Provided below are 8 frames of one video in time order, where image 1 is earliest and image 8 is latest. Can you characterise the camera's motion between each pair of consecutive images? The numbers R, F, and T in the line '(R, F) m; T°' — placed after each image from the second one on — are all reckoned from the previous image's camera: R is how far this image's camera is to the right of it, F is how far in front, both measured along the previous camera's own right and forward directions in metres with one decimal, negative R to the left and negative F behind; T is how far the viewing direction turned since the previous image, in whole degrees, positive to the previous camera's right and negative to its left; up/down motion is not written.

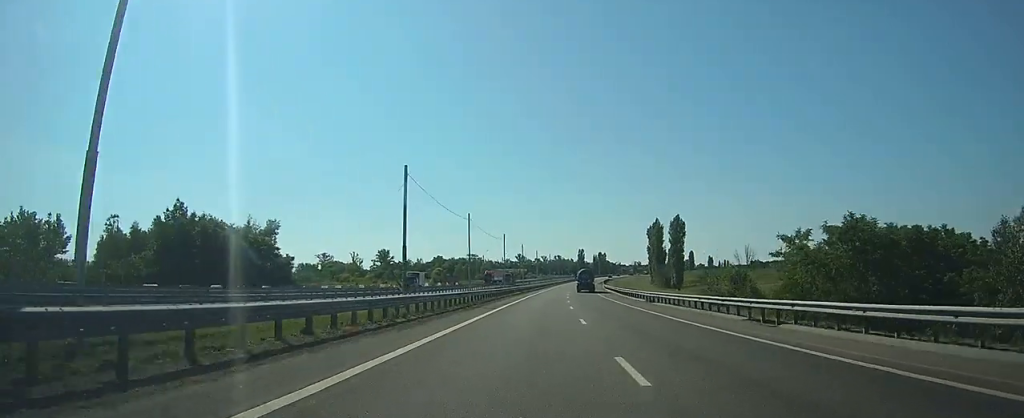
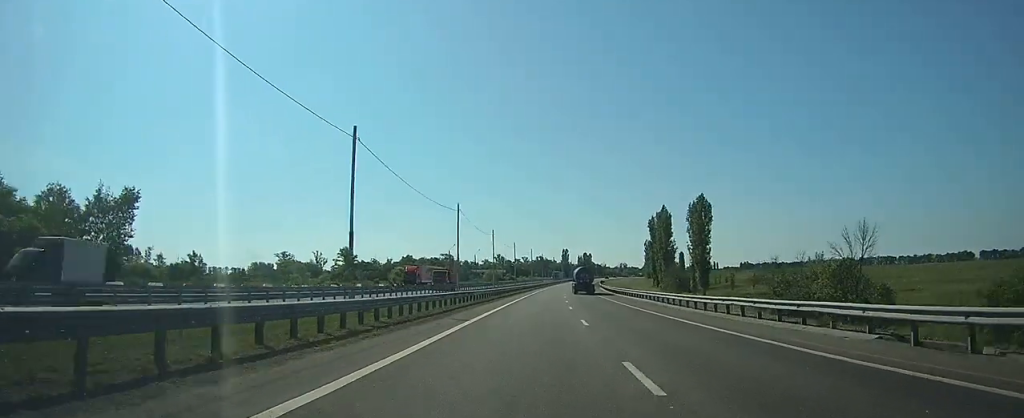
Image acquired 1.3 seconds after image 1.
(+0.4, +36.6) m; +1°
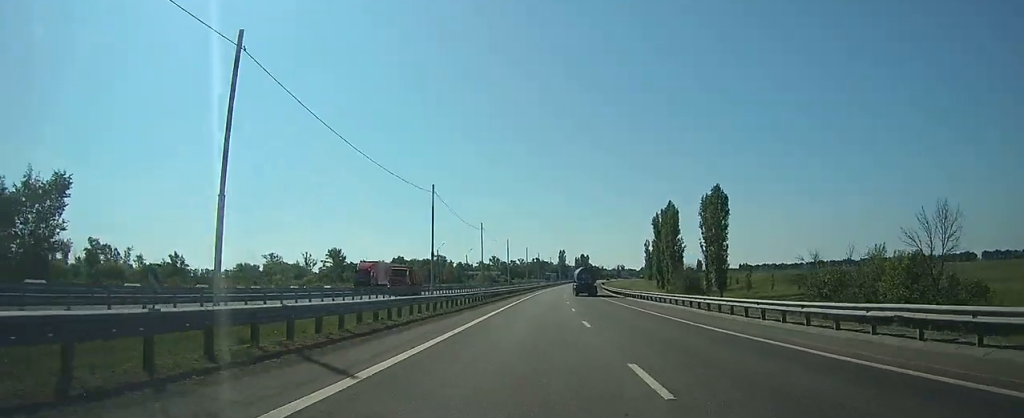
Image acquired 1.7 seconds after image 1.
(0.0, +12.2) m; +1°
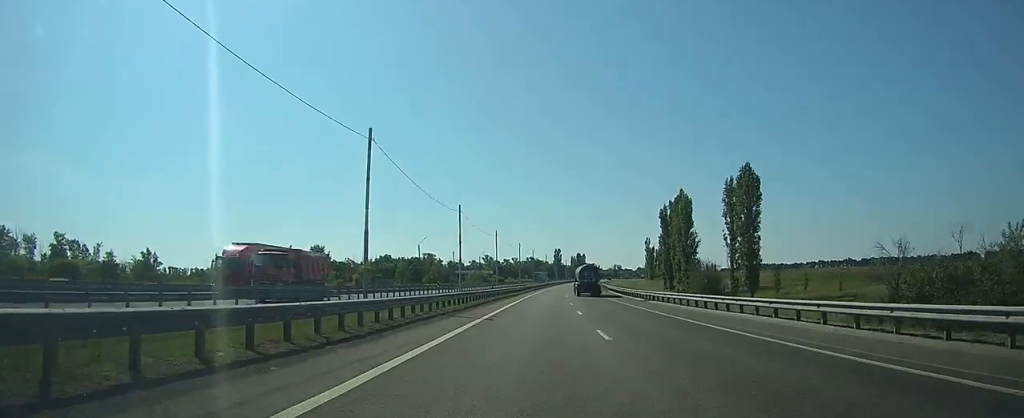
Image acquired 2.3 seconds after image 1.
(+0.1, +16.8) m; +1°
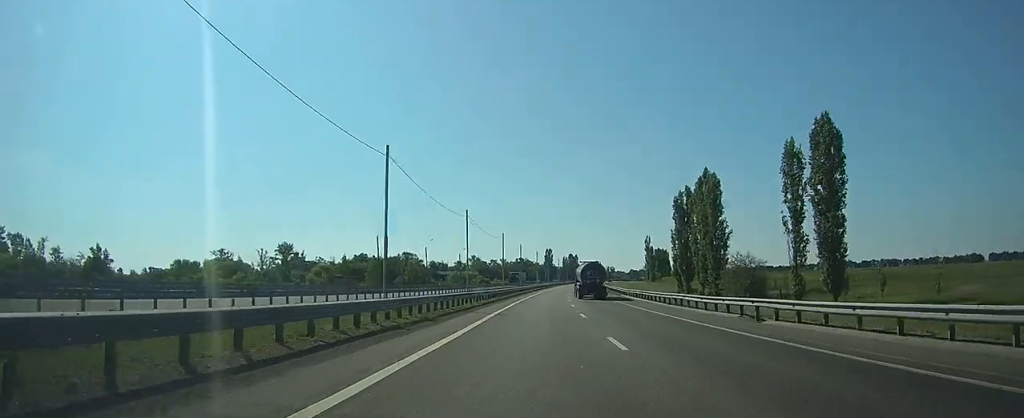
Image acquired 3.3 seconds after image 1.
(+0.3, +26.0) m; +1°
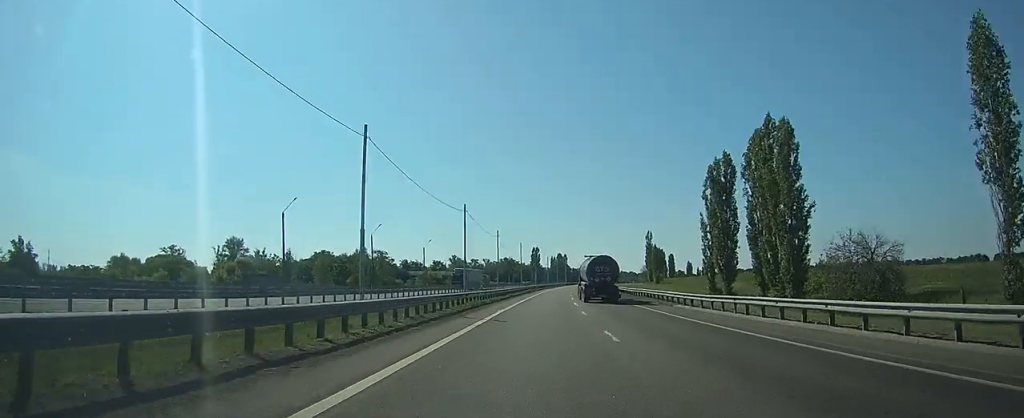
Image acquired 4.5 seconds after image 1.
(+0.2, +34.2) m; +1°
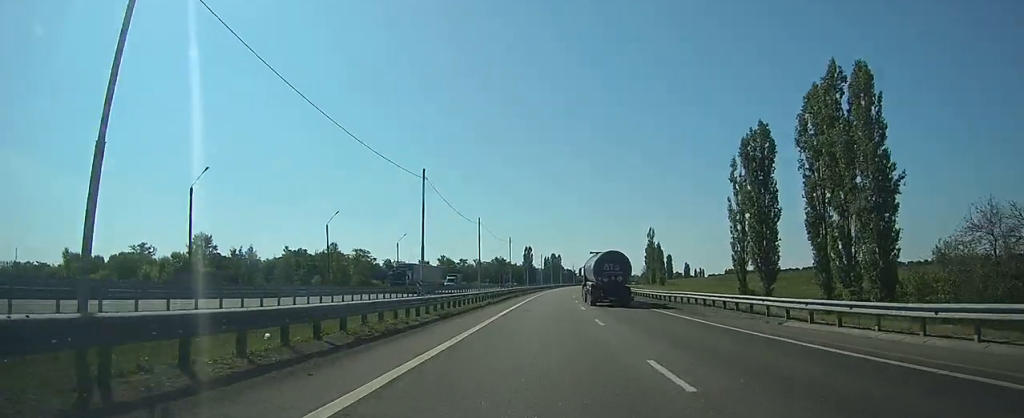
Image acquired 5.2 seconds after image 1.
(+0.2, +18.4) m; +1°
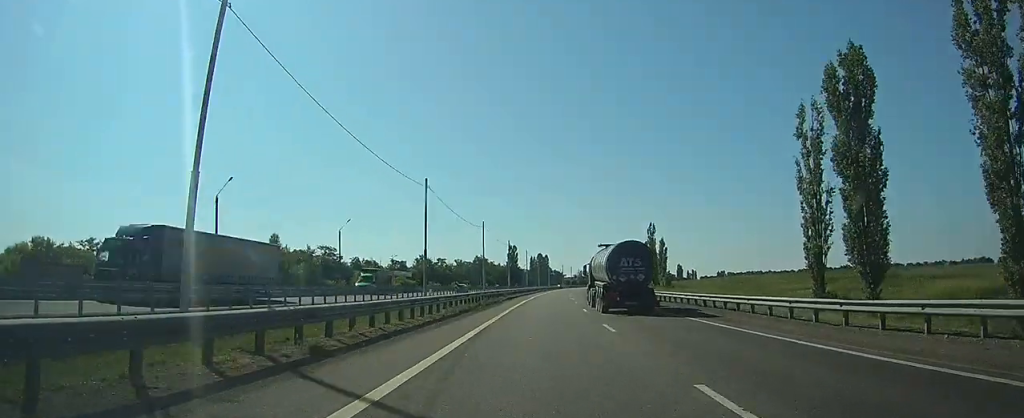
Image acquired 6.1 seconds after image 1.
(+0.3, +26.5) m; +1°
